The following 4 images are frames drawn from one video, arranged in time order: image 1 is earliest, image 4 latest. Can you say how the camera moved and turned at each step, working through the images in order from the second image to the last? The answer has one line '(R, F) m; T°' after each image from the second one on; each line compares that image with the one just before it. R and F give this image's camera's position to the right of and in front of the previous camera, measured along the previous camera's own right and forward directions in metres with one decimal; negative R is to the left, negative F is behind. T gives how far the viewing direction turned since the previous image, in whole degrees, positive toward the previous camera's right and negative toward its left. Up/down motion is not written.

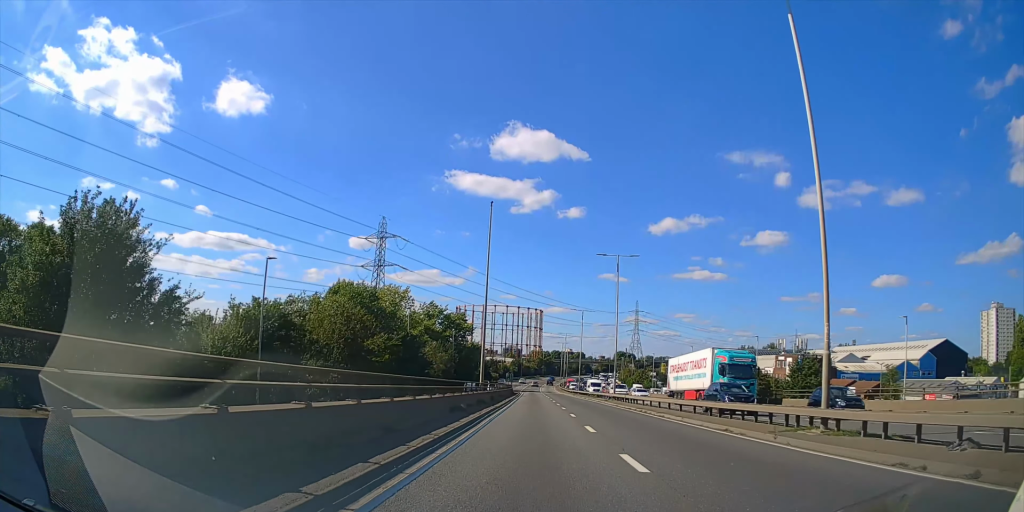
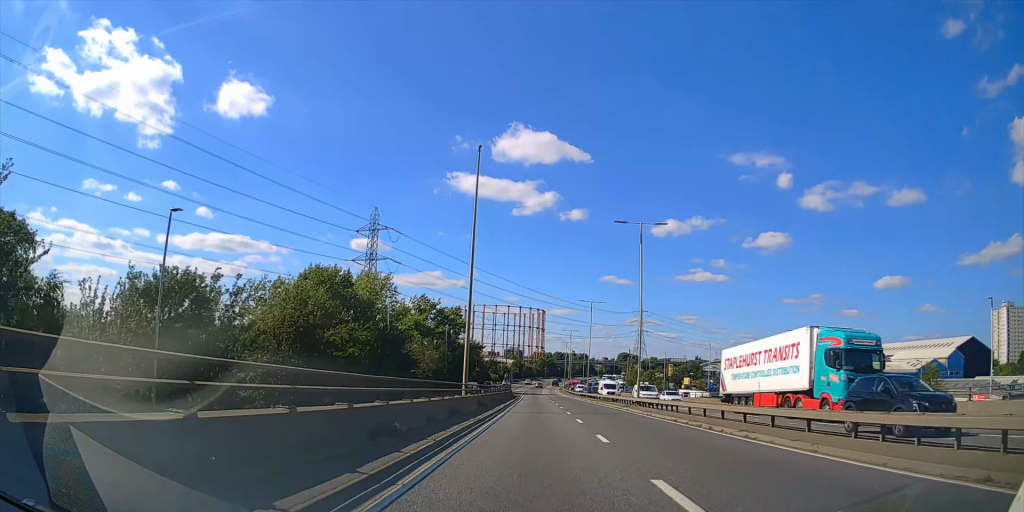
(0.0, +10.6) m; 0°
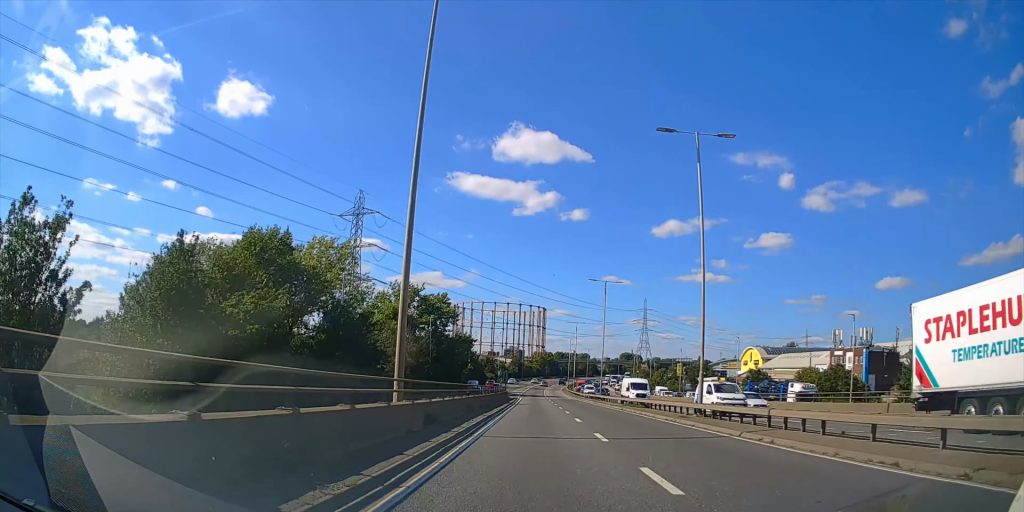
(0.0, +14.9) m; 0°
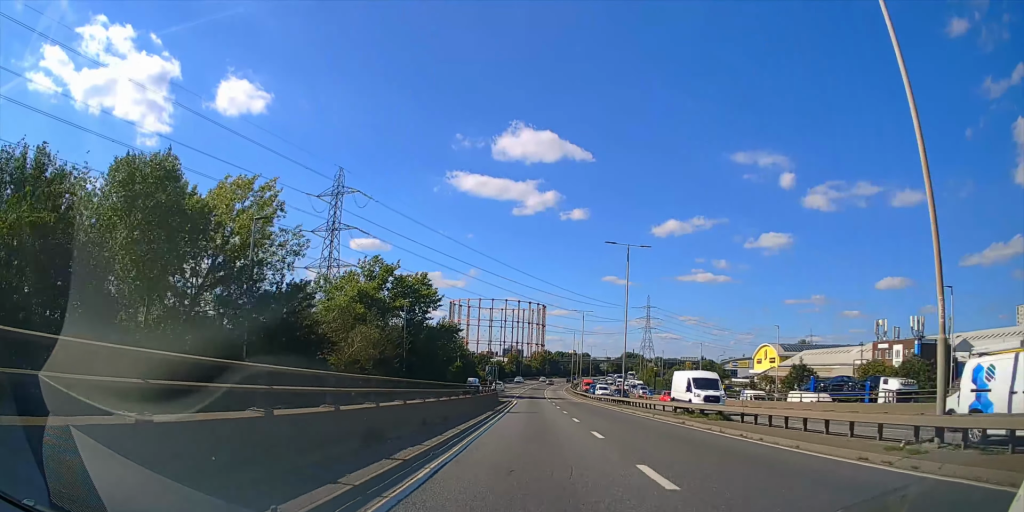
(0.0, +15.6) m; 0°
